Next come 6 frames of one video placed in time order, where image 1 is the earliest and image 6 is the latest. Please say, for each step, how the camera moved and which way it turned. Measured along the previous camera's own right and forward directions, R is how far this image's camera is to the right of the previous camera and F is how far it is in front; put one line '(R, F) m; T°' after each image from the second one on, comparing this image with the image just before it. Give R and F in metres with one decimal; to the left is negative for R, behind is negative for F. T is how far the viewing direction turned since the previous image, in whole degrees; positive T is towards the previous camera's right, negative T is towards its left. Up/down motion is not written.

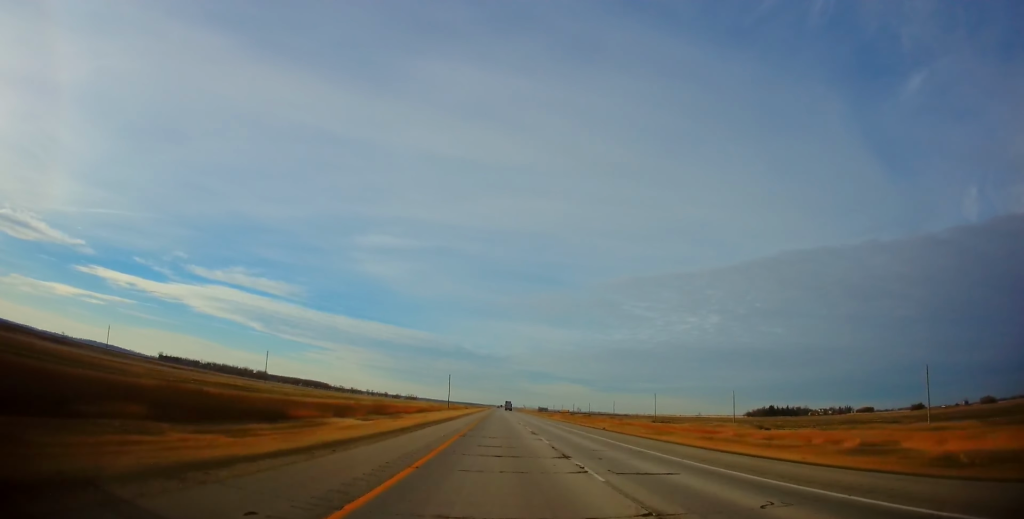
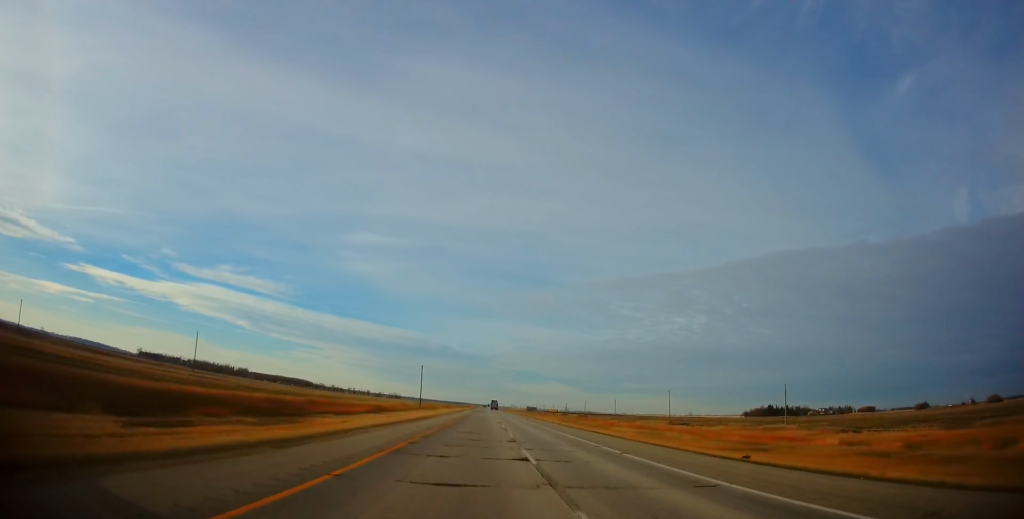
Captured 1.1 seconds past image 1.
(+0.3, +33.6) m; +1°
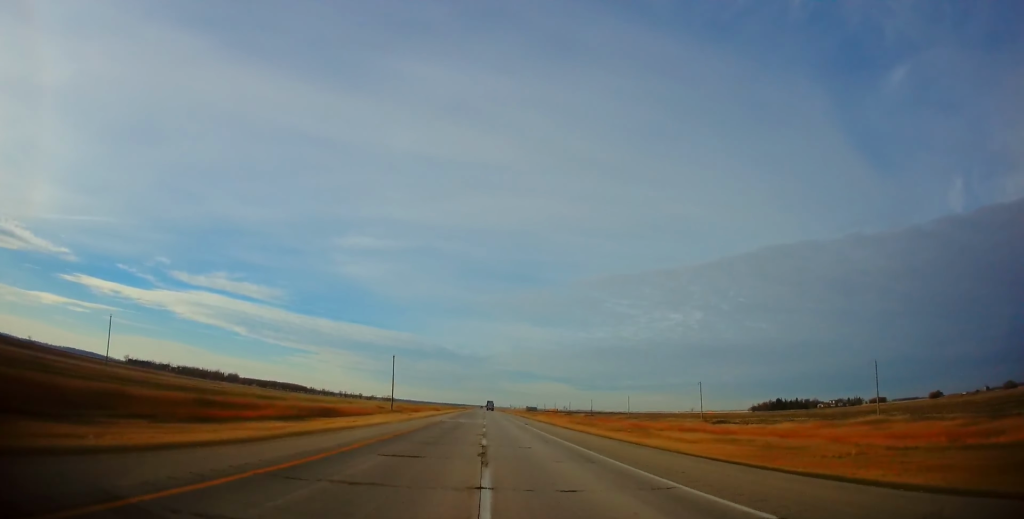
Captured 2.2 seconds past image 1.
(+0.1, +31.7) m; 0°
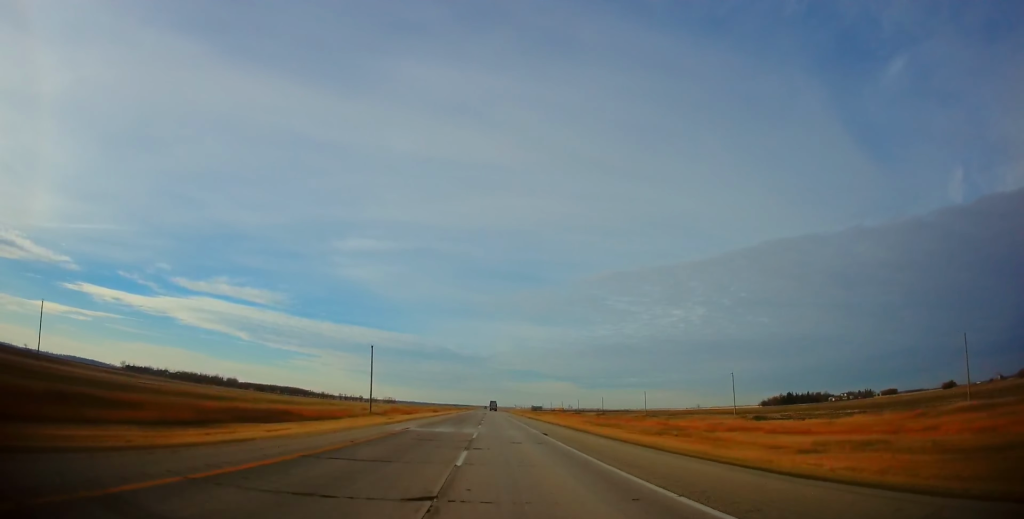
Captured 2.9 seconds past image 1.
(0.0, +19.9) m; 0°
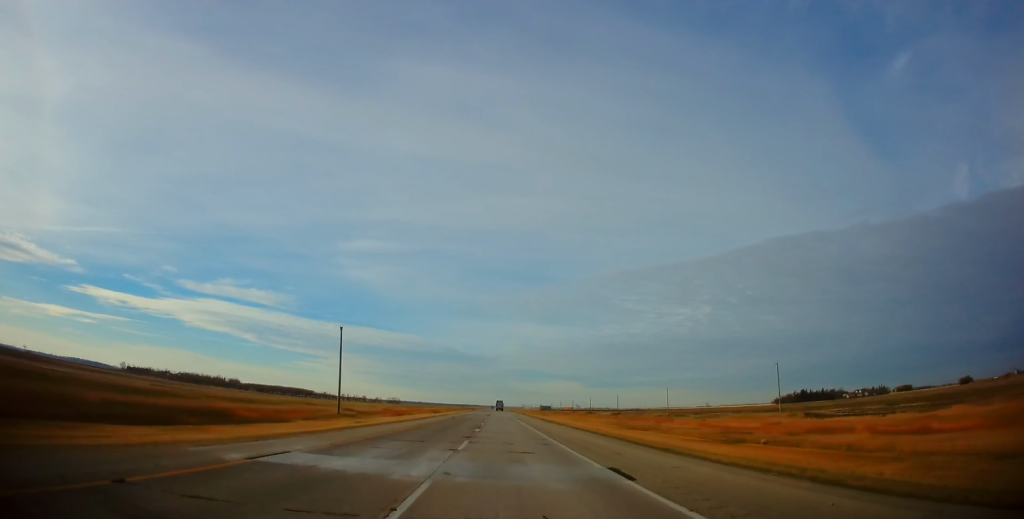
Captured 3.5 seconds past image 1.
(+0.1, +19.9) m; 0°
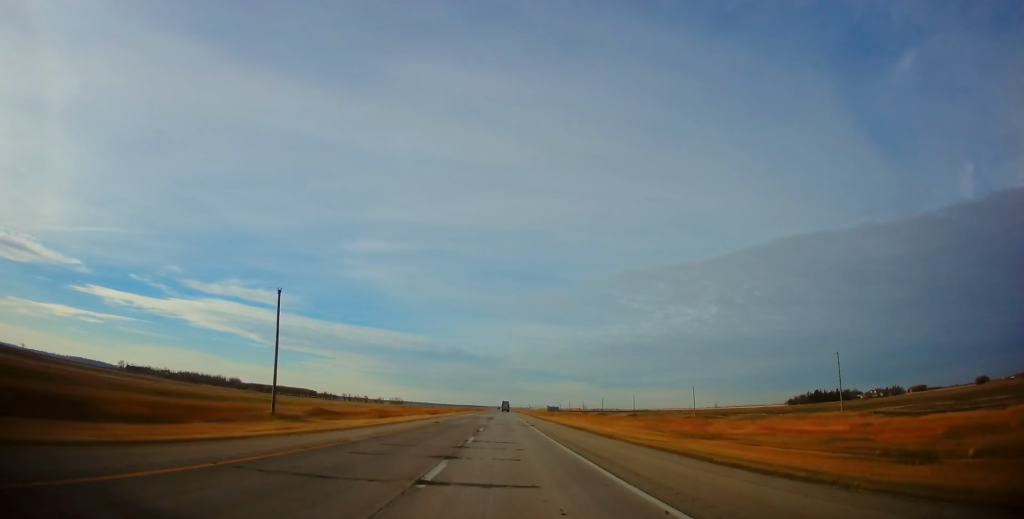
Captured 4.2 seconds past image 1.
(-0.3, +21.0) m; 0°
